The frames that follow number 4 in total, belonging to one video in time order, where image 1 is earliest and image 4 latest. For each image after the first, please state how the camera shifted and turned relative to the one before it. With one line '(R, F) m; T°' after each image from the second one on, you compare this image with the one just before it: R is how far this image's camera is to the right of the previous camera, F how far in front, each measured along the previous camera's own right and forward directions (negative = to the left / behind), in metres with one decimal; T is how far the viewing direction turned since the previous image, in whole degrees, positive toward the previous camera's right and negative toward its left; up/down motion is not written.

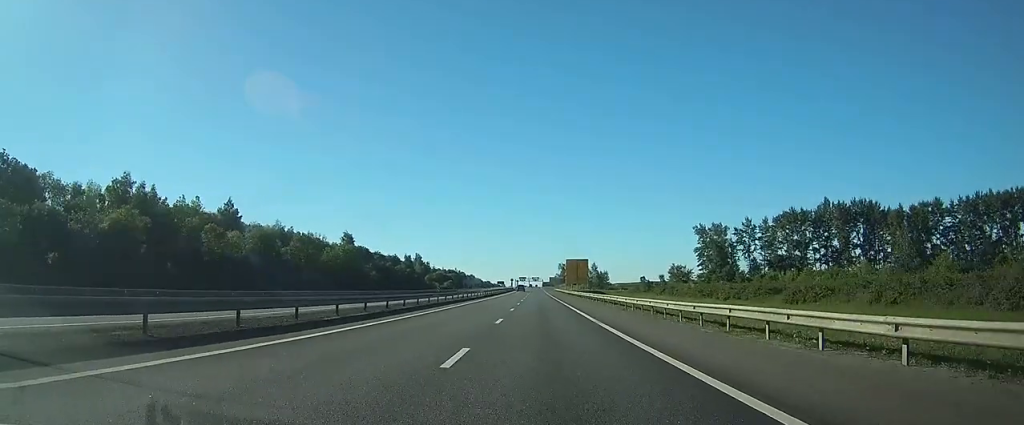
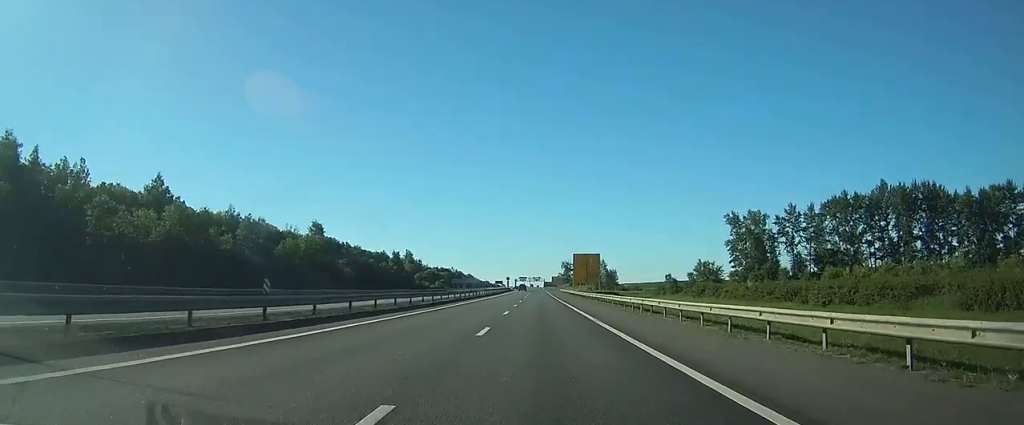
(0.0, +30.2) m; 0°
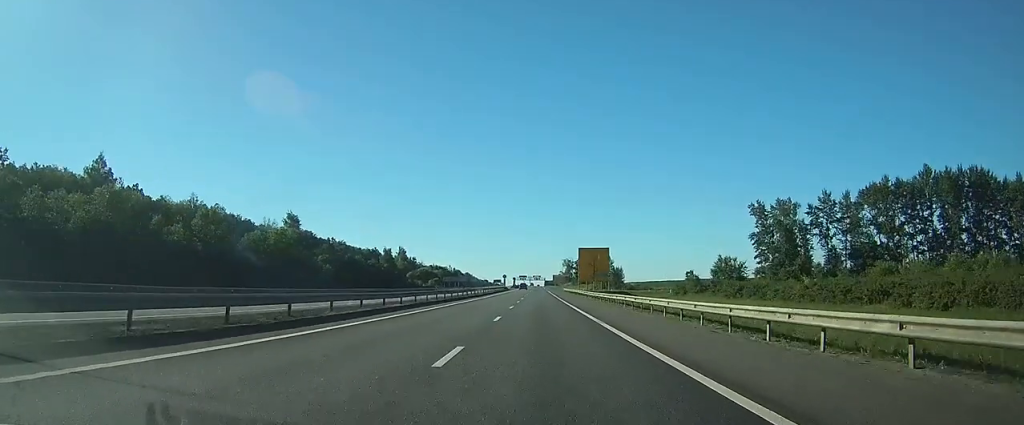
(-0.1, +18.2) m; 0°
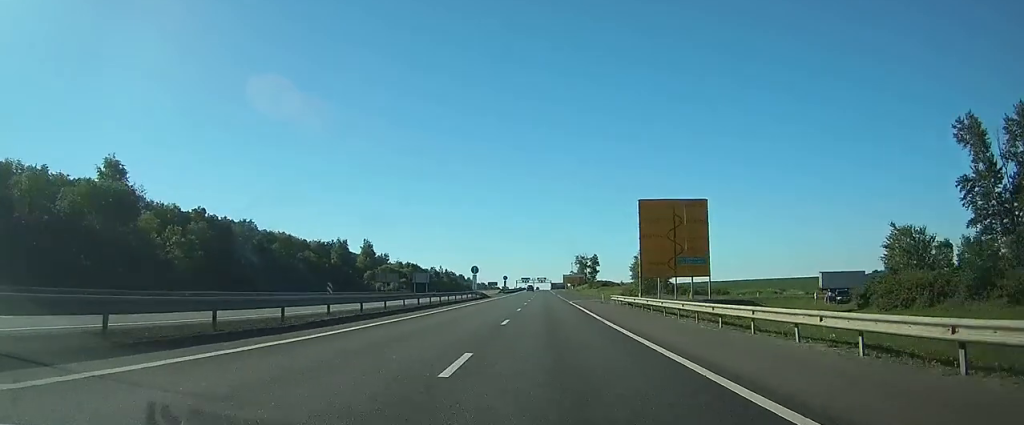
(+0.1, +73.4) m; 0°
